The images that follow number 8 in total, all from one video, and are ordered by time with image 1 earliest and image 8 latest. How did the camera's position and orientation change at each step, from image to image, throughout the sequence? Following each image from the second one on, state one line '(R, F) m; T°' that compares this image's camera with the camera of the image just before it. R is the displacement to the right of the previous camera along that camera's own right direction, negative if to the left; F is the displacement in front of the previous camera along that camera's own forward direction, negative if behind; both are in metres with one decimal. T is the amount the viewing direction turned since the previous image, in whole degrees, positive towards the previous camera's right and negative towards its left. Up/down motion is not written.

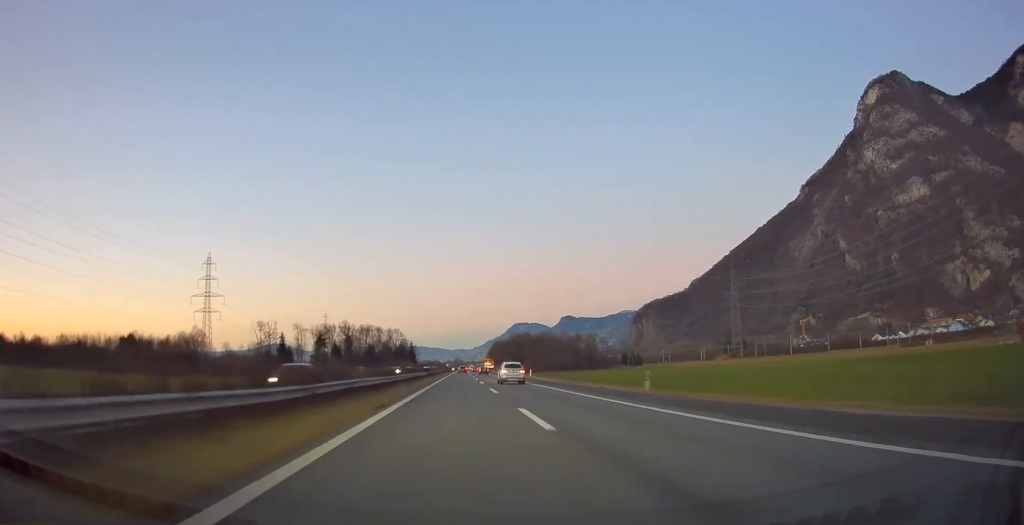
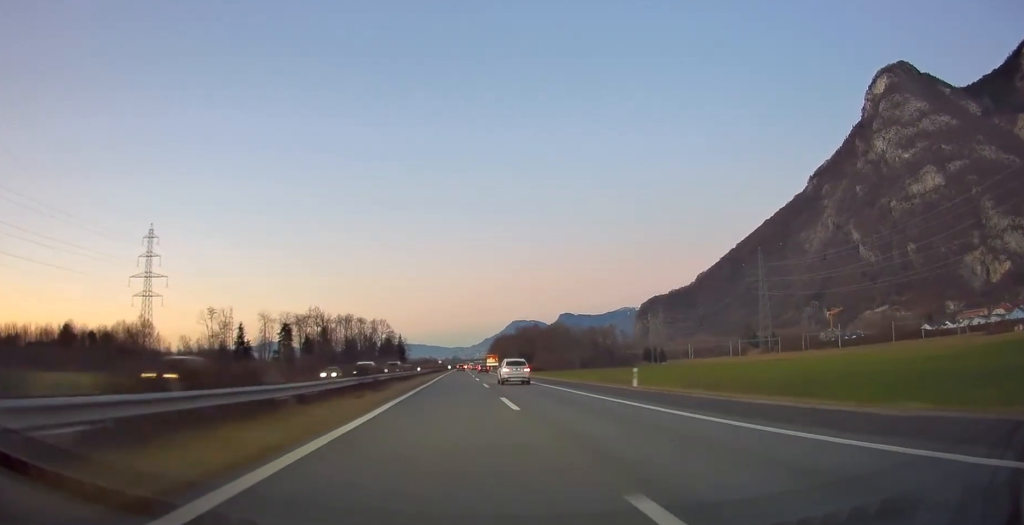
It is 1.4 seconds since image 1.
(+0.1, +48.1) m; 0°
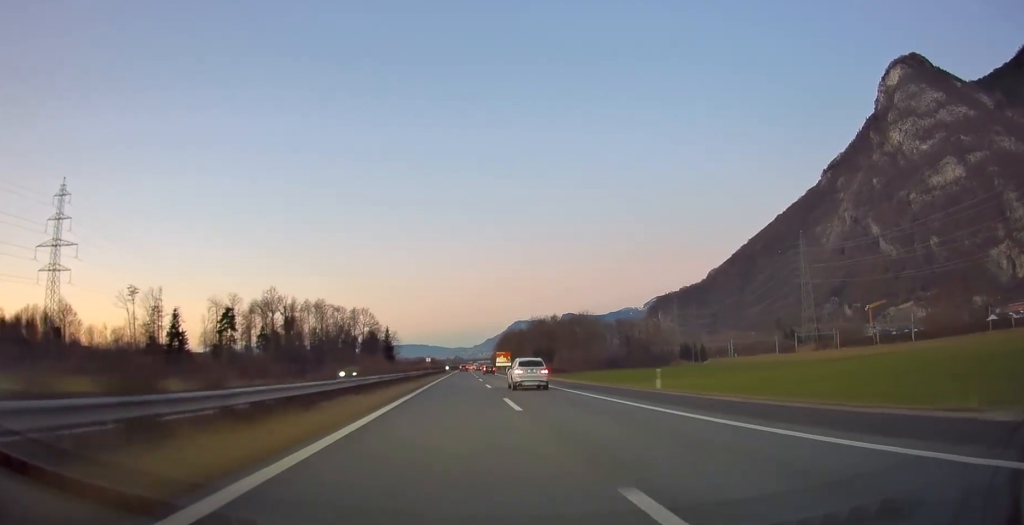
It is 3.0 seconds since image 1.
(0.0, +53.9) m; 0°
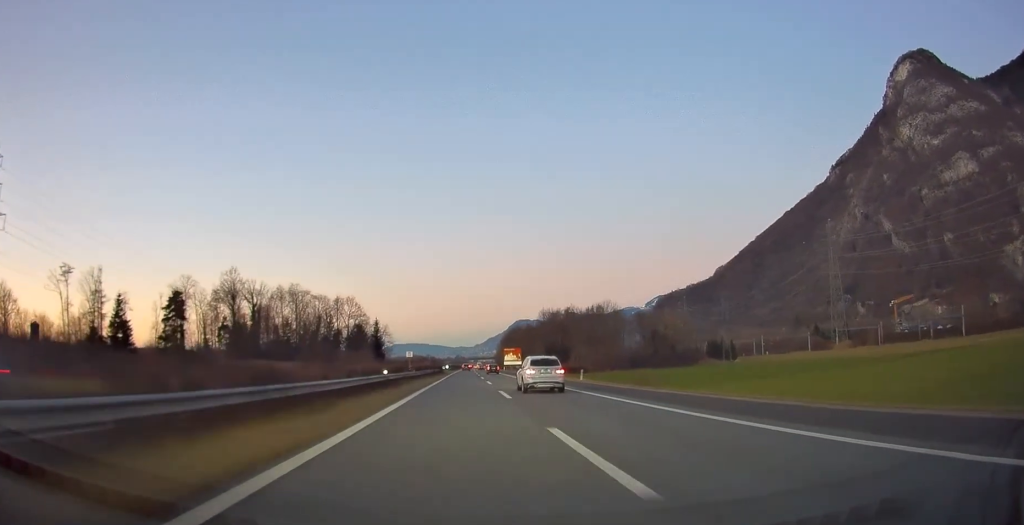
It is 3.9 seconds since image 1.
(0.0, +30.4) m; 0°
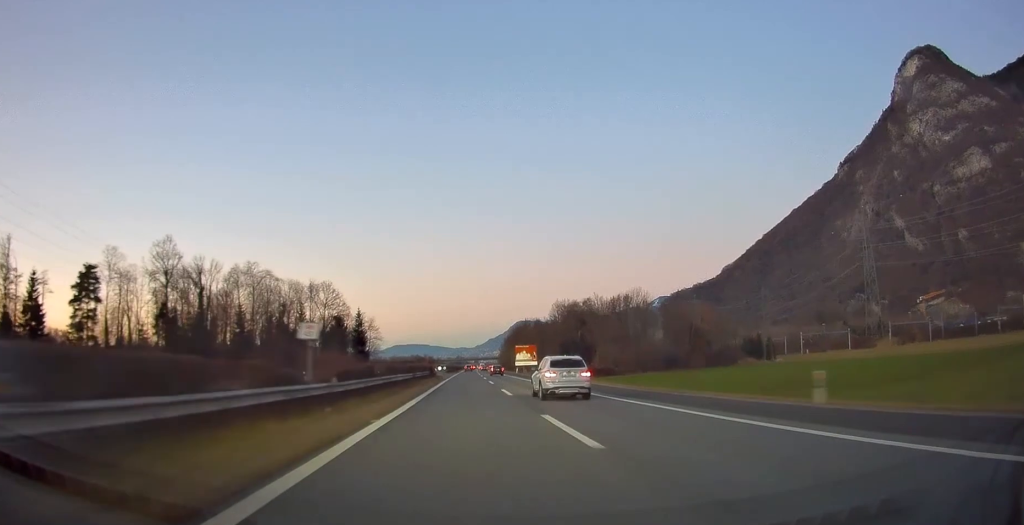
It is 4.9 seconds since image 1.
(0.0, +31.6) m; 0°
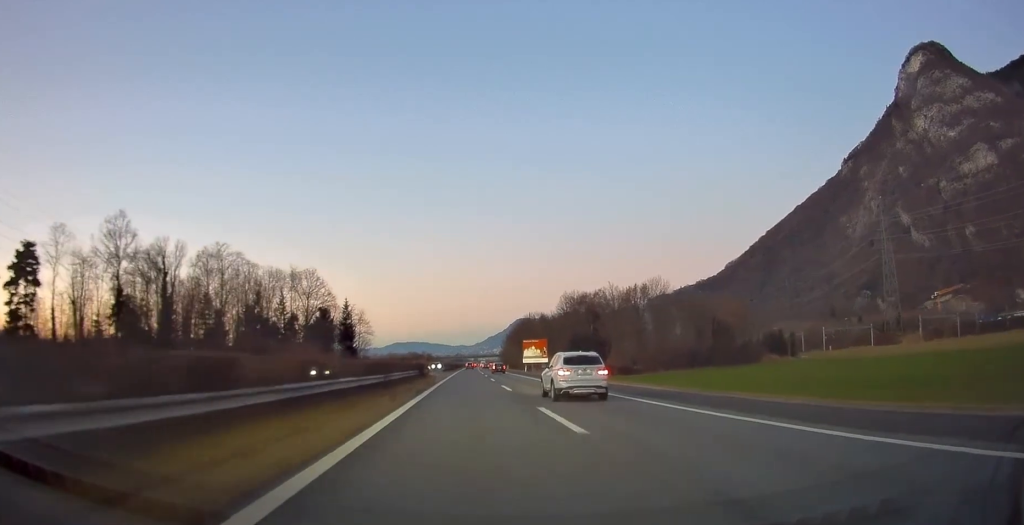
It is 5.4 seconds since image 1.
(0.0, +16.9) m; 0°
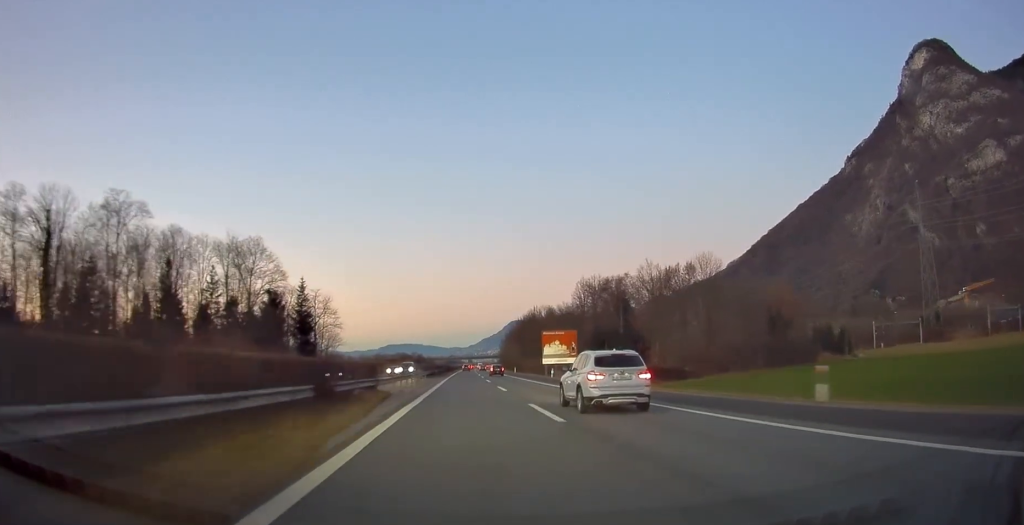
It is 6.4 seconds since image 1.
(0.0, +33.8) m; 0°
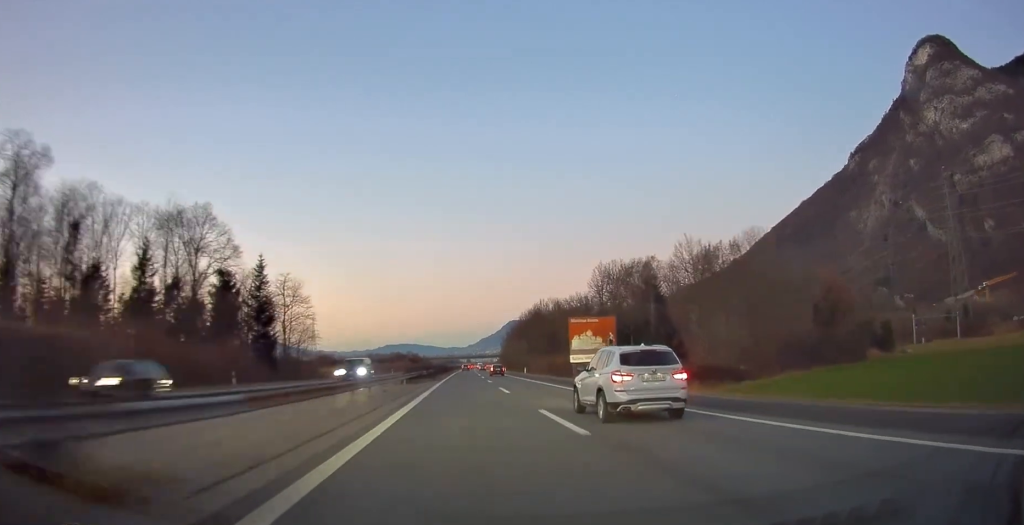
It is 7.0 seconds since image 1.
(-0.1, +20.2) m; 0°
